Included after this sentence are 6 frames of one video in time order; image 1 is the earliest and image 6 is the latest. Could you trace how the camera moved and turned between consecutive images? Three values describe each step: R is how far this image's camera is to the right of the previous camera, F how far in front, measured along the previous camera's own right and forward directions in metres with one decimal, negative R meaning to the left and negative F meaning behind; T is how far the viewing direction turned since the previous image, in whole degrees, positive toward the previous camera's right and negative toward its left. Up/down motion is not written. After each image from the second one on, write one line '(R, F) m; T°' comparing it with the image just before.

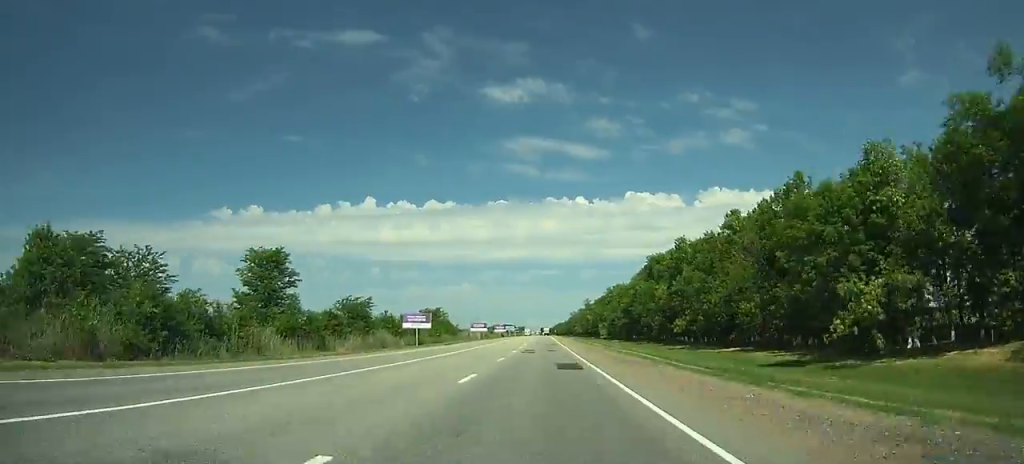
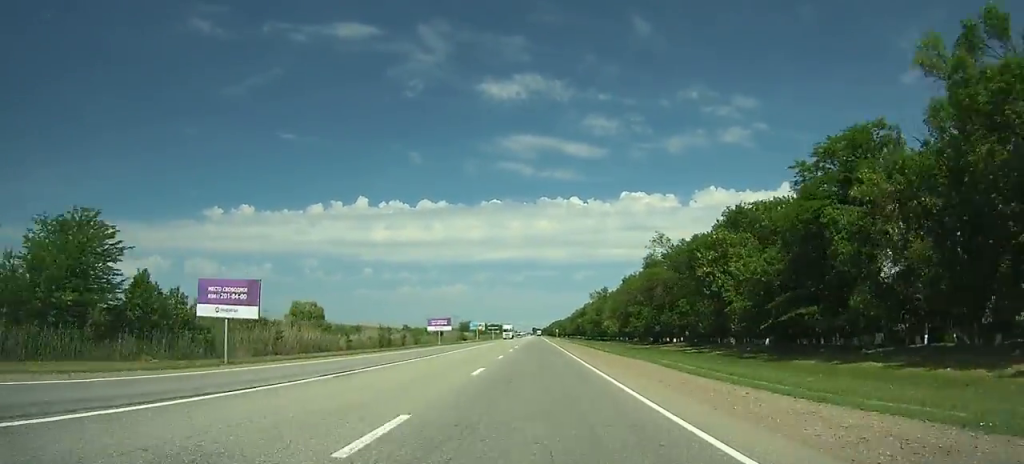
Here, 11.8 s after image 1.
(-1.0, +178.7) m; -1°
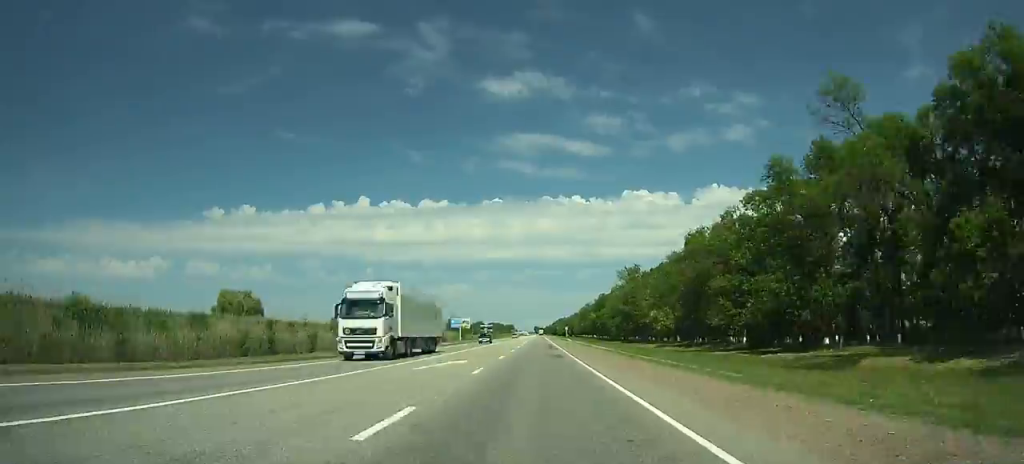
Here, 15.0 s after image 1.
(+0.2, +58.9) m; 0°
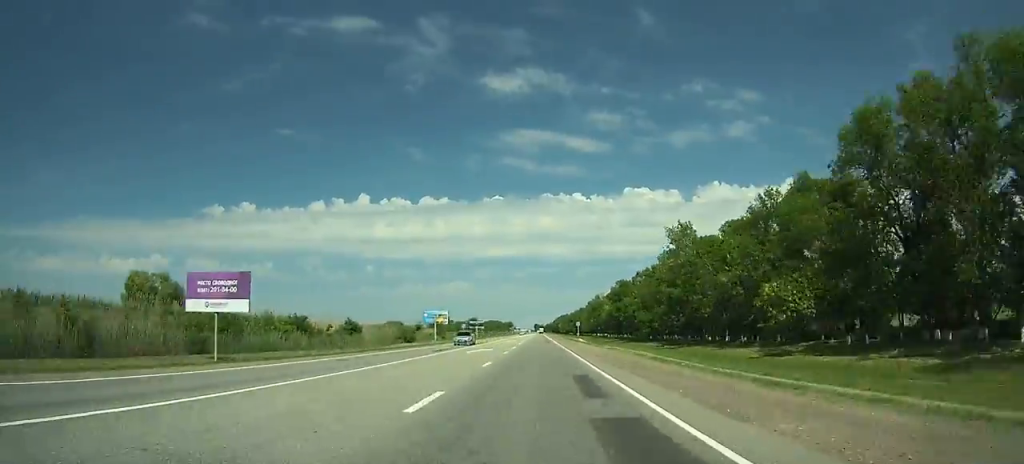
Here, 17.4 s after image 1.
(0.0, +46.3) m; 0°
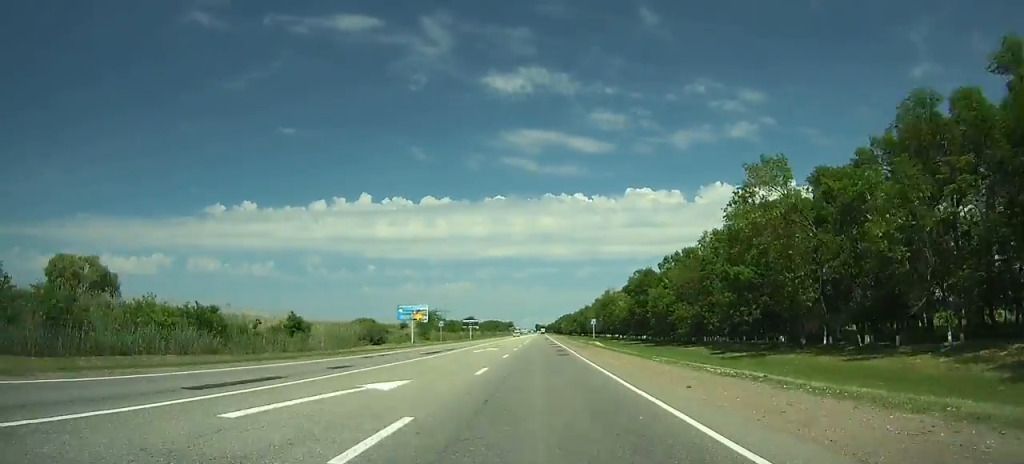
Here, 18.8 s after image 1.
(-0.1, +27.8) m; 0°
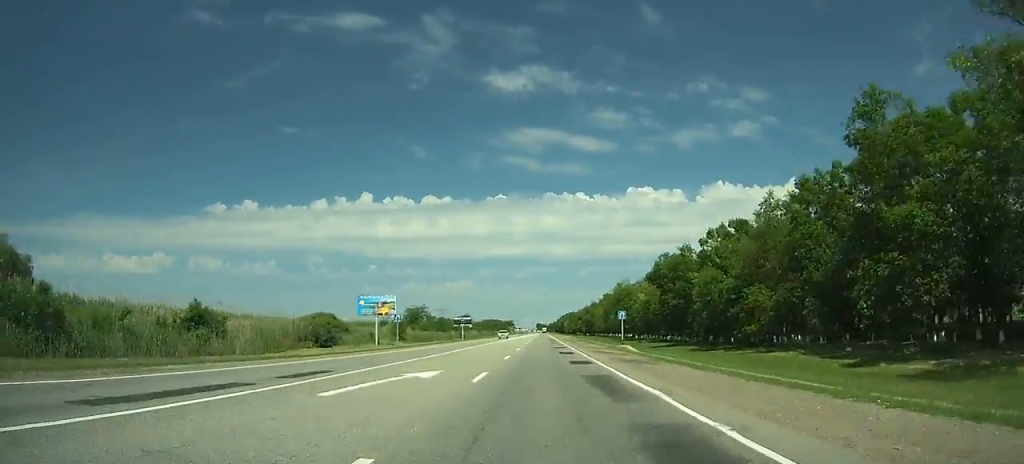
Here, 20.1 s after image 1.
(-0.1, +26.0) m; 0°
